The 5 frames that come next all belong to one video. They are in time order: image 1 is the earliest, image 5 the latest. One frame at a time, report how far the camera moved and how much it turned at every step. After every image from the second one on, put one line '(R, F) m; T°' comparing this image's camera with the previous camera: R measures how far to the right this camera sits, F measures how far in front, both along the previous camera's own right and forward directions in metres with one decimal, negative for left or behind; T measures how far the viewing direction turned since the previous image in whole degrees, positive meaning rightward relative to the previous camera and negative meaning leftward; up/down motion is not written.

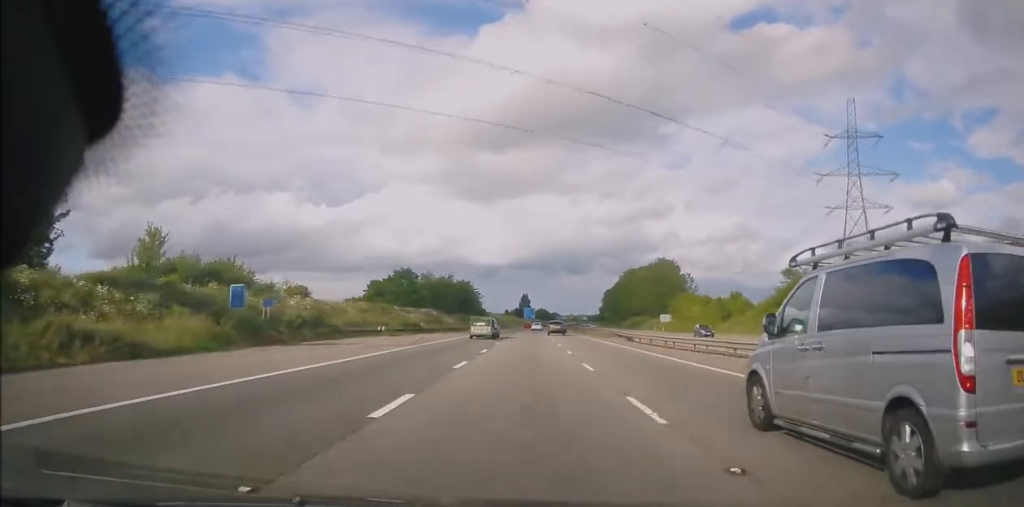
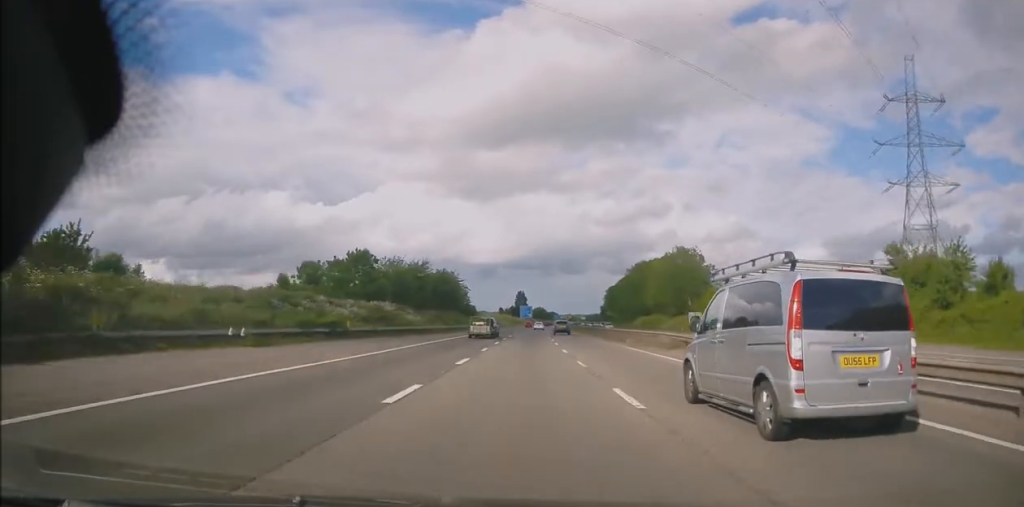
(+0.2, +25.6) m; +1°
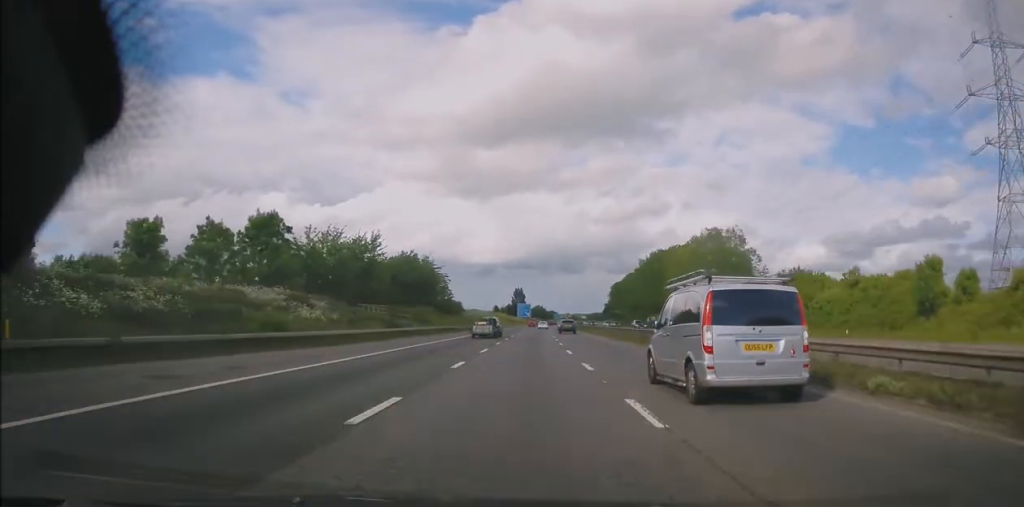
(+0.1, +28.5) m; 0°
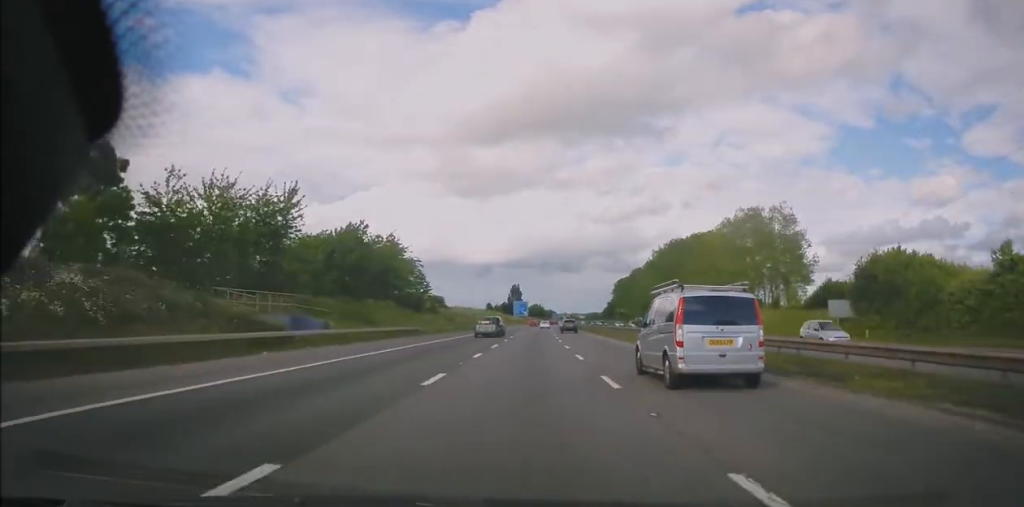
(0.0, +22.9) m; +1°
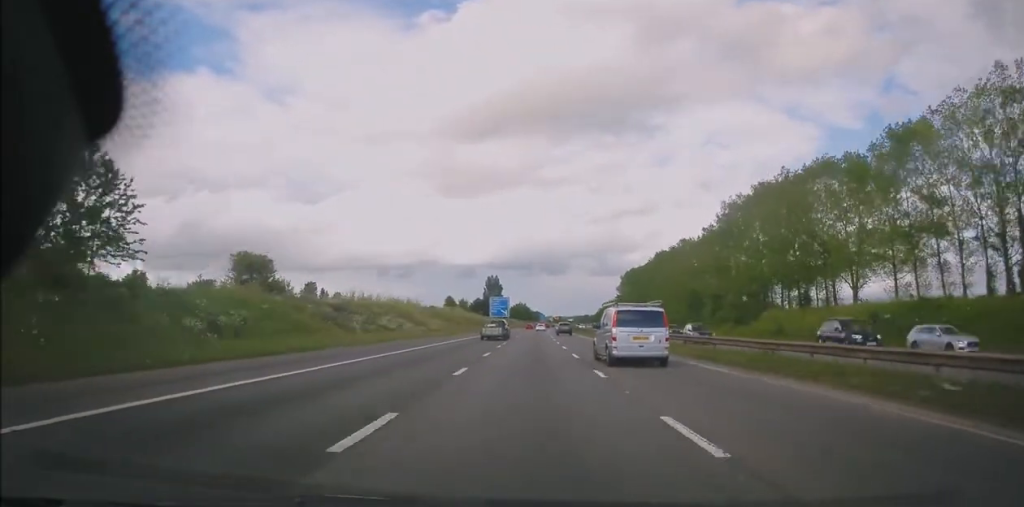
(+1.0, +68.1) m; +2°
